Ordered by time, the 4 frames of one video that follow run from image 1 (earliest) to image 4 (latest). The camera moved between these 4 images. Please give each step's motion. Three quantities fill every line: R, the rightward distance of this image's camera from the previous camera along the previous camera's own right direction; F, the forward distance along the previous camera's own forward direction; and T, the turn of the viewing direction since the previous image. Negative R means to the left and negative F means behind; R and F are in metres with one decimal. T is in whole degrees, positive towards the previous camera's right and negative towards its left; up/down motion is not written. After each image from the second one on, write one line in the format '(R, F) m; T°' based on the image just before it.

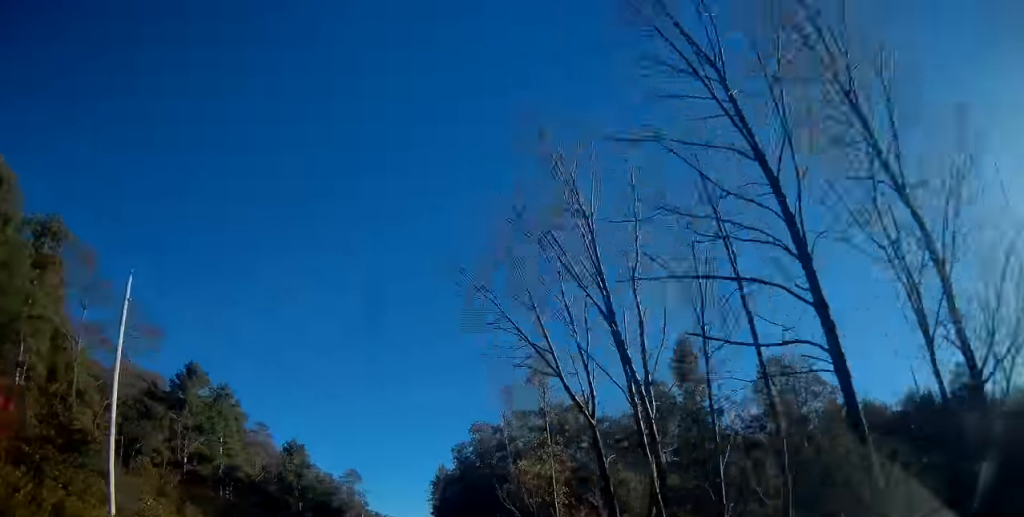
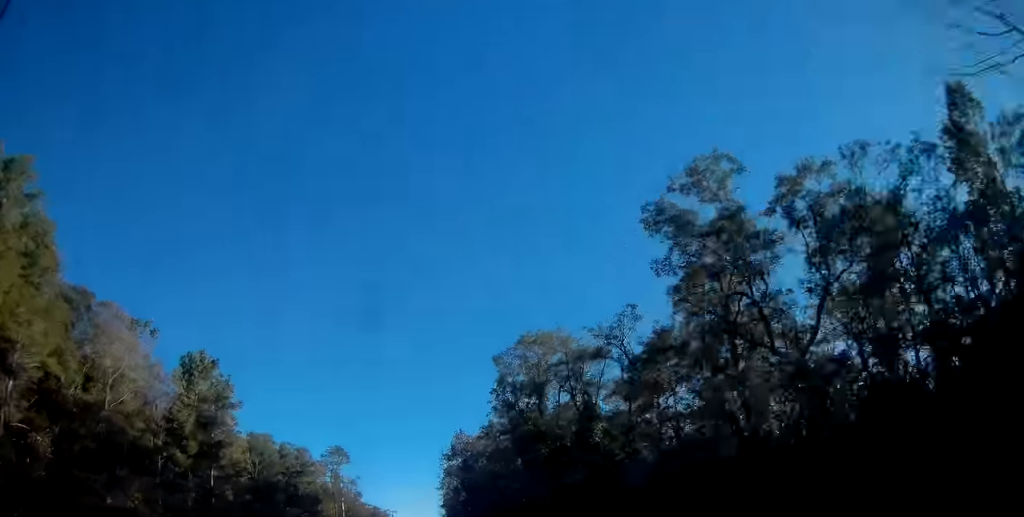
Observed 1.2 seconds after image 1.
(+0.2, +32.6) m; 0°
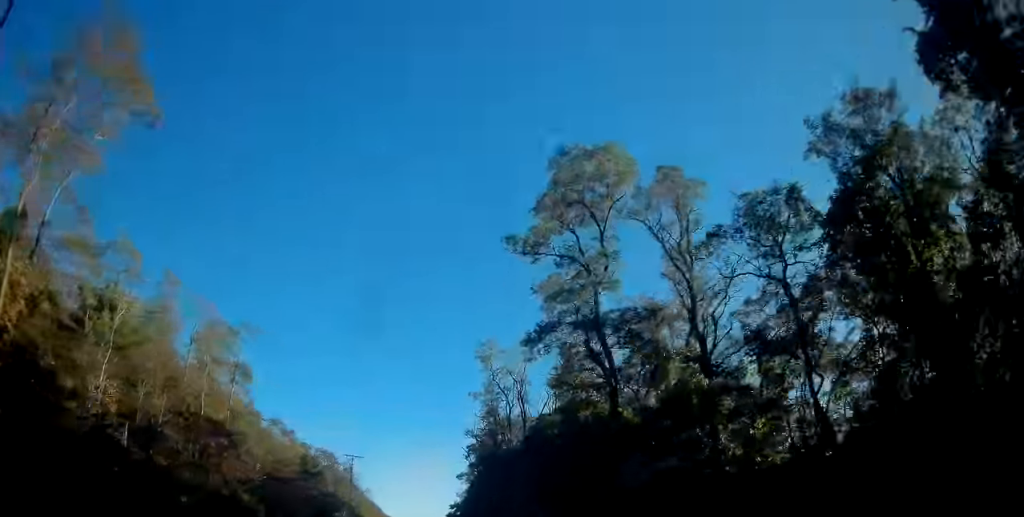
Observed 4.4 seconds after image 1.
(-0.9, +83.0) m; 0°
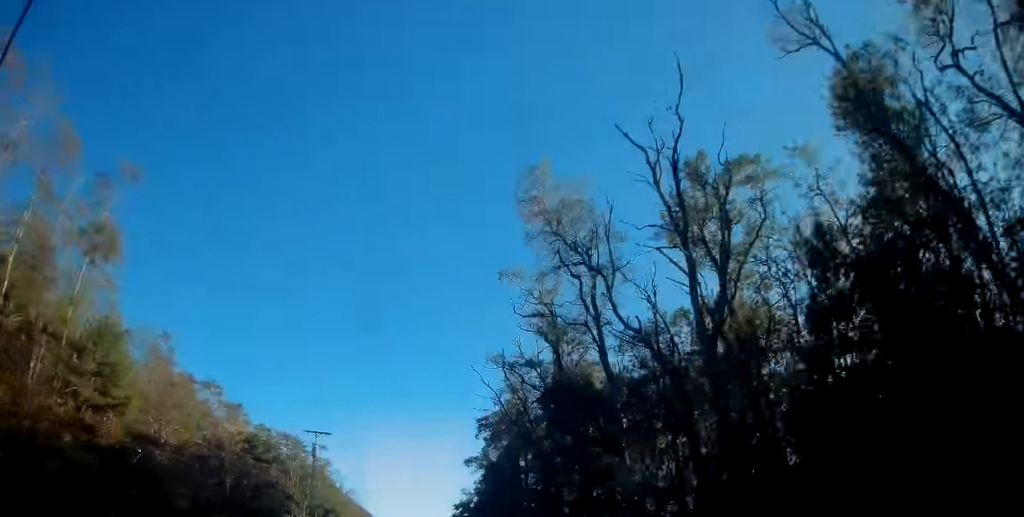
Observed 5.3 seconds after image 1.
(+0.3, +22.2) m; 0°
